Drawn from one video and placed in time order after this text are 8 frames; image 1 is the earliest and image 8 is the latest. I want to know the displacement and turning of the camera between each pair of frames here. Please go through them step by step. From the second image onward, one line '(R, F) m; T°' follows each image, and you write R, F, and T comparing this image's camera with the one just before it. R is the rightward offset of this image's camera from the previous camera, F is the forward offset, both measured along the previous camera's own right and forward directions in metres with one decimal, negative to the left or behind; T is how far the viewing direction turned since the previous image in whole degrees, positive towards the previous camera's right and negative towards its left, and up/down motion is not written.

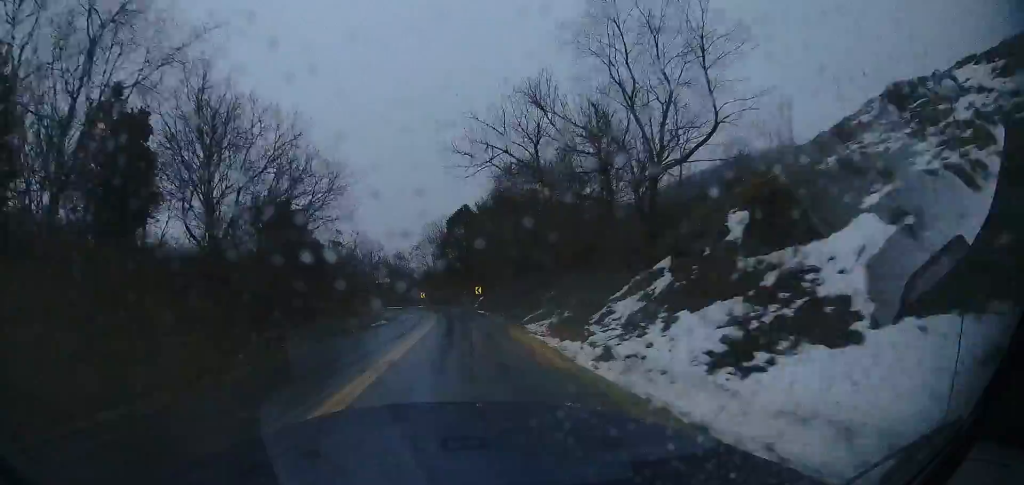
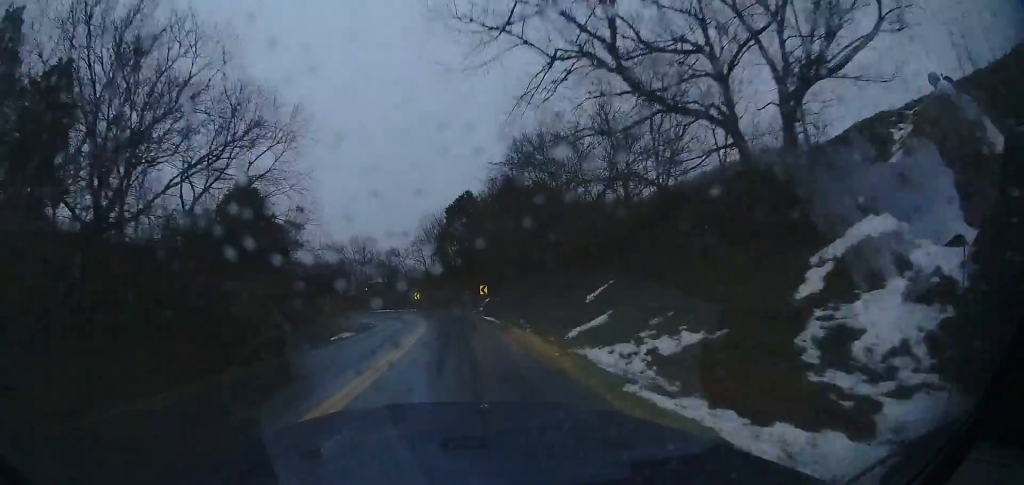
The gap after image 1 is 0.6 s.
(-0.4, +8.2) m; -1°
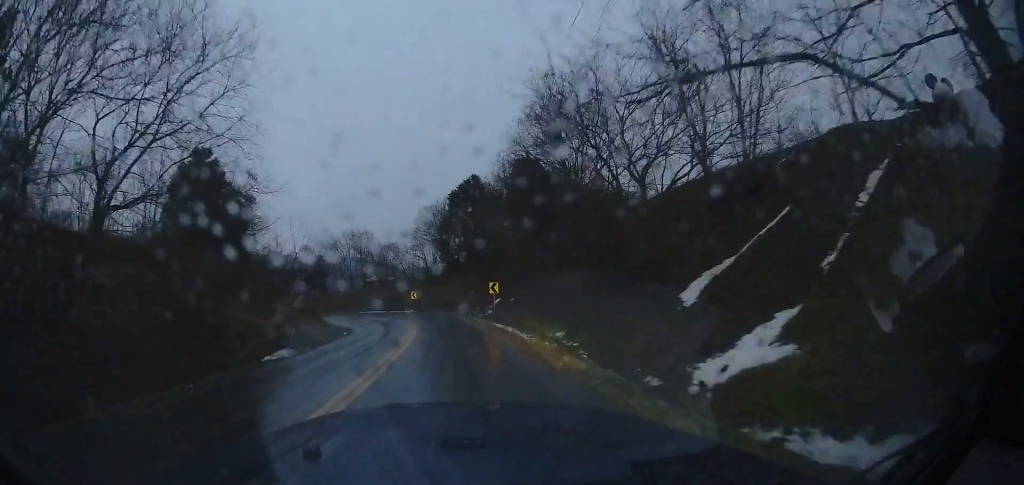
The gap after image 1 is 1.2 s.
(+0.4, +6.7) m; 0°
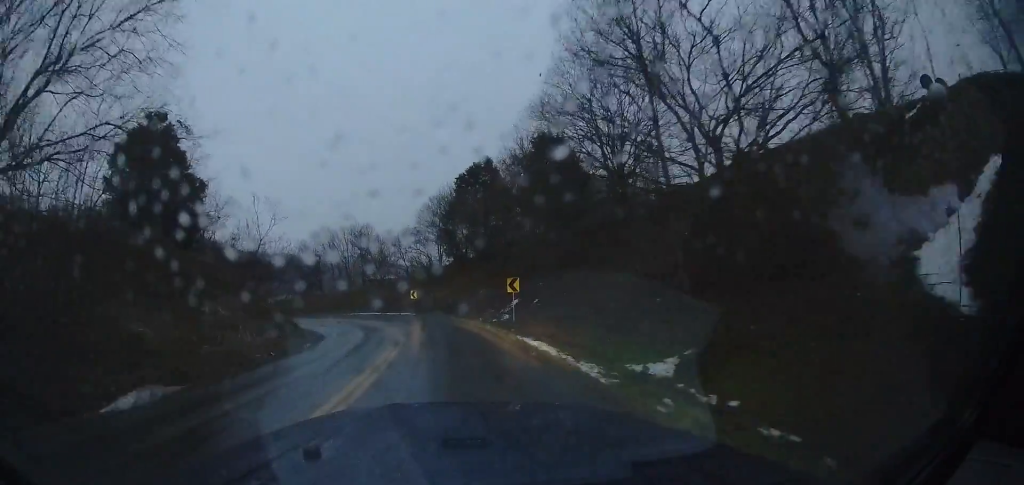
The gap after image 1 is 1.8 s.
(0.0, +6.2) m; -1°
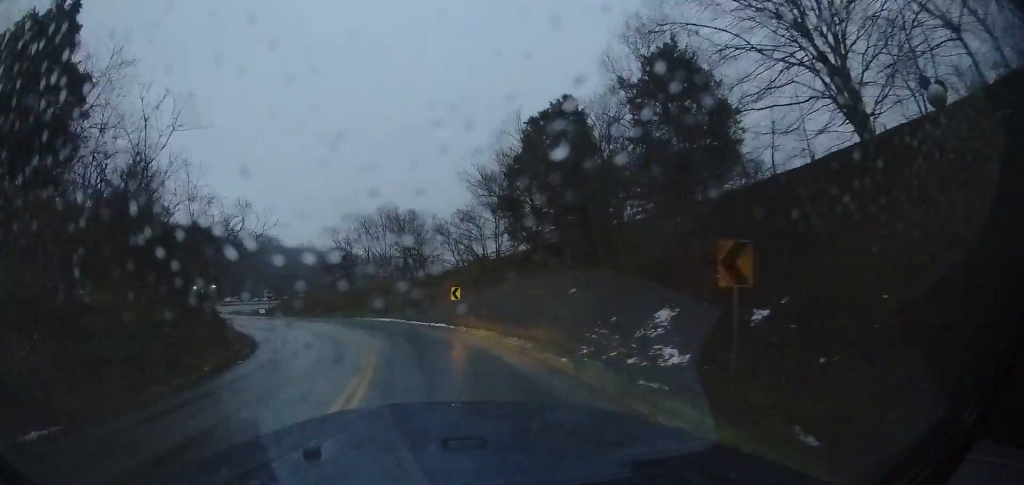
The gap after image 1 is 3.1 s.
(-0.8, +12.8) m; -8°
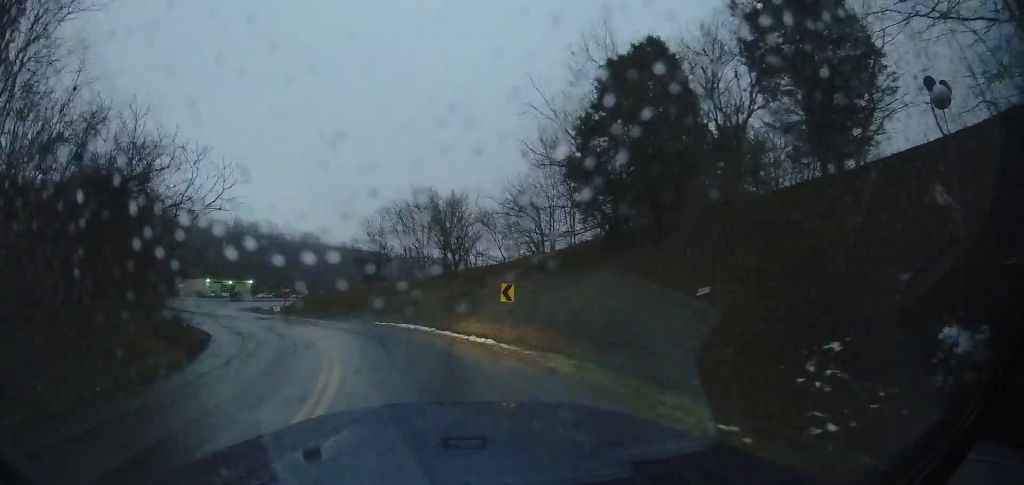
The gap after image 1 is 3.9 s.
(-0.3, +6.4) m; -12°
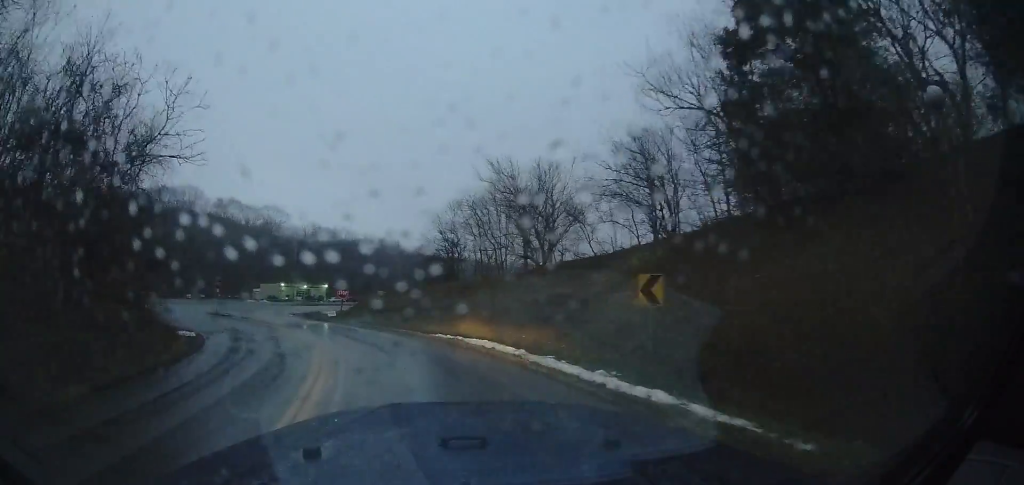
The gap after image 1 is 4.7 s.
(-0.5, +5.6) m; -18°
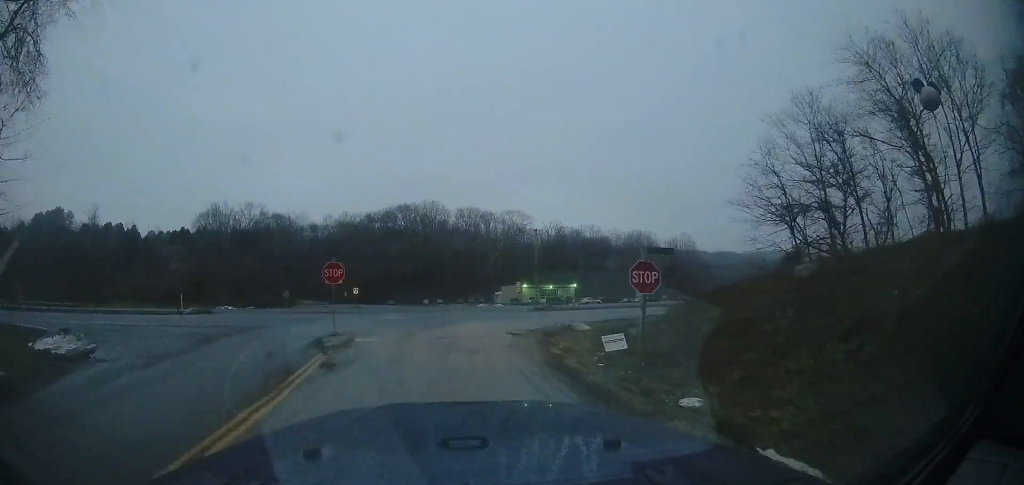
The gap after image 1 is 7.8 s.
(-7.9, +16.3) m; -40°
